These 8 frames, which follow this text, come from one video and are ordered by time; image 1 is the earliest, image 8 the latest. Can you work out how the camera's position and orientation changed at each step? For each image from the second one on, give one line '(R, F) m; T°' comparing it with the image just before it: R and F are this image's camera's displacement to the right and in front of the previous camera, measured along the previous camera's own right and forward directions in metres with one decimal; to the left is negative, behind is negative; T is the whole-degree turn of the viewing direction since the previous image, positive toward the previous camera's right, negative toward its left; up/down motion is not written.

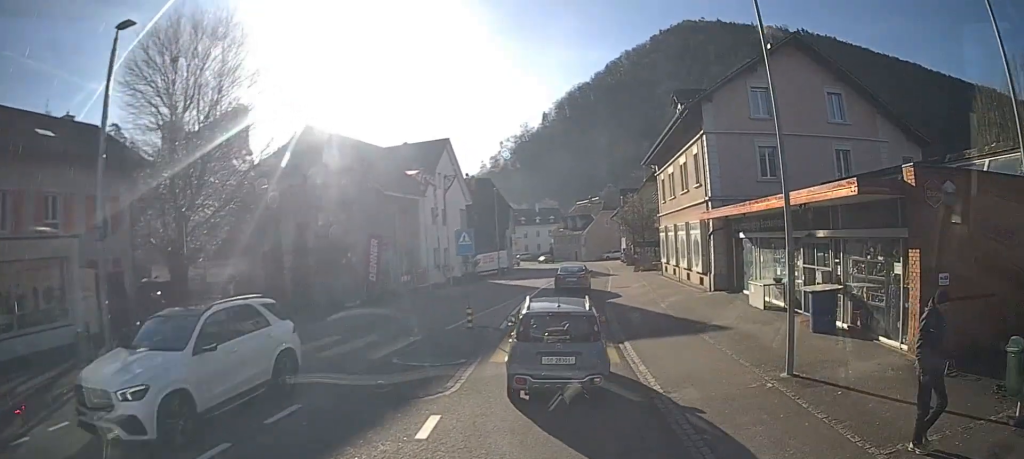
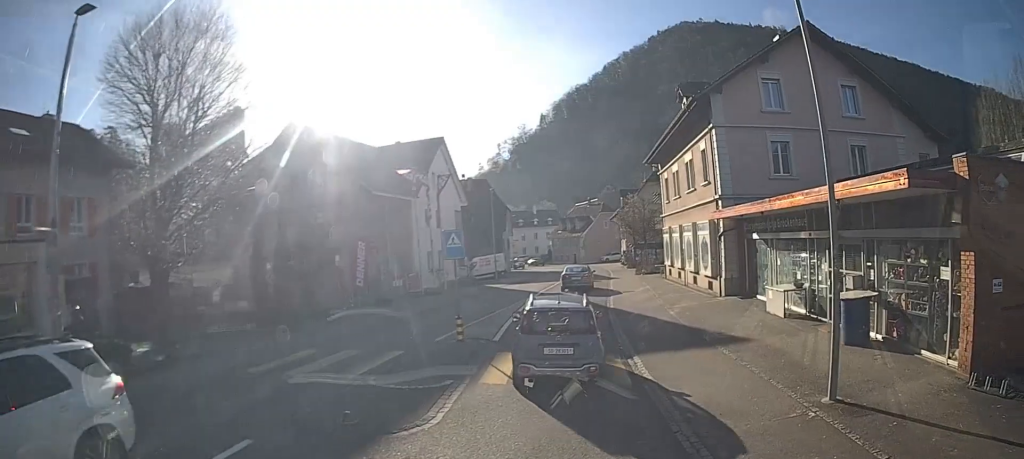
(0.0, +1.6) m; 0°
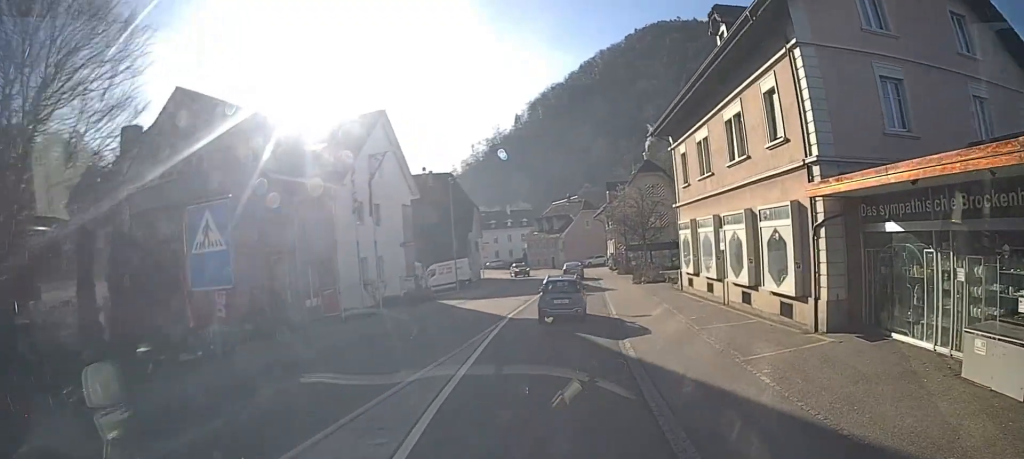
(0.0, +8.6) m; 0°
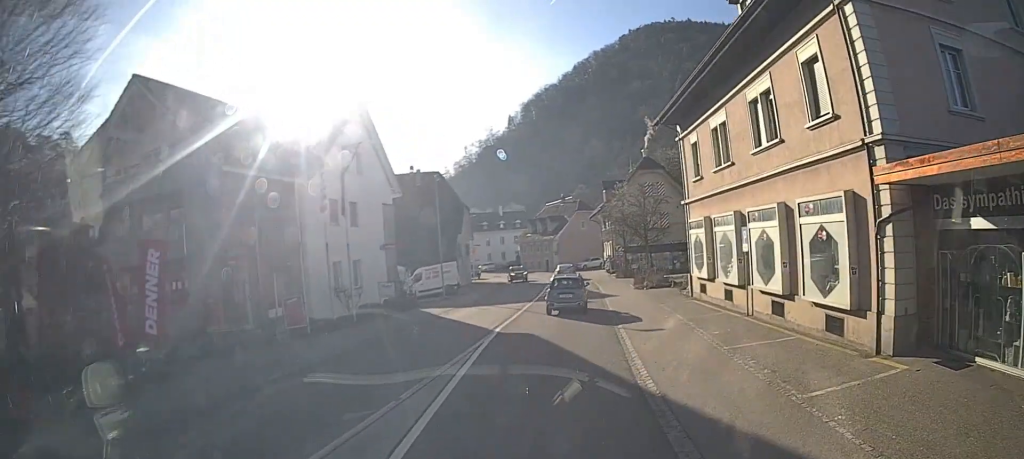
(0.0, +2.7) m; +1°
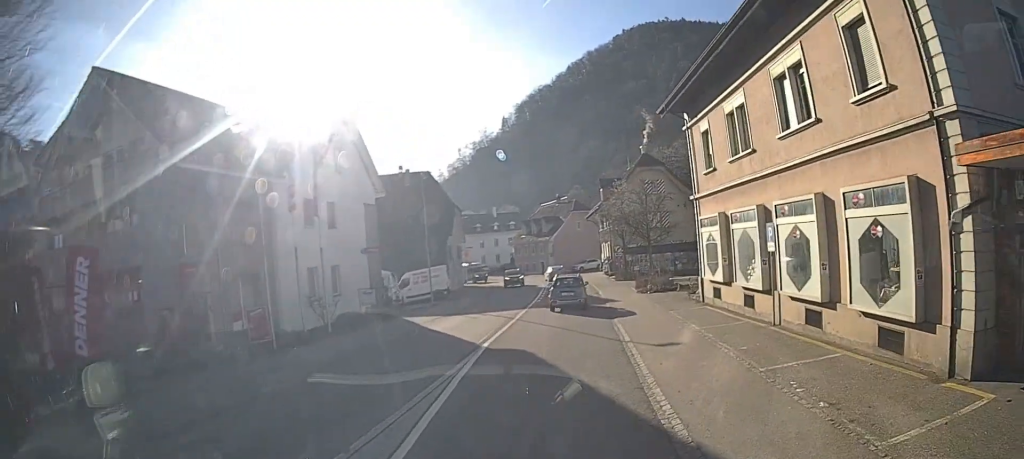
(0.0, +2.1) m; +1°
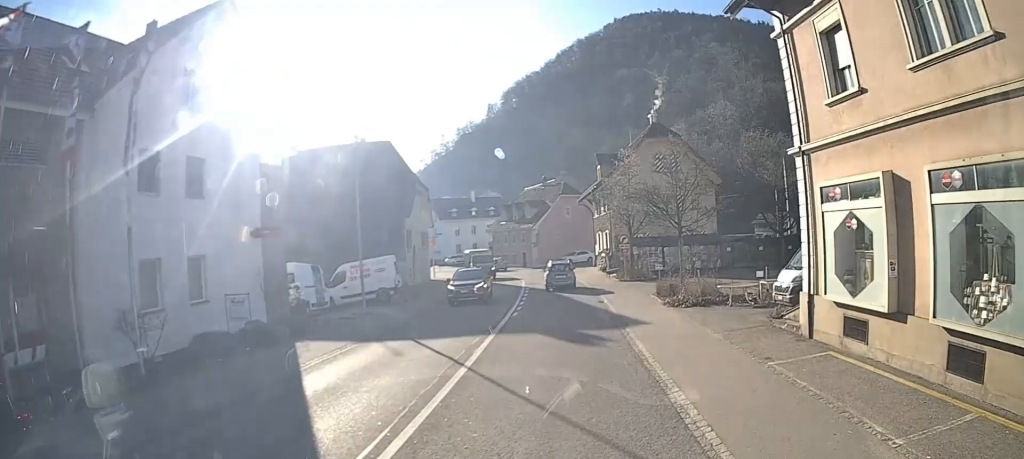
(+0.3, +9.3) m; +3°
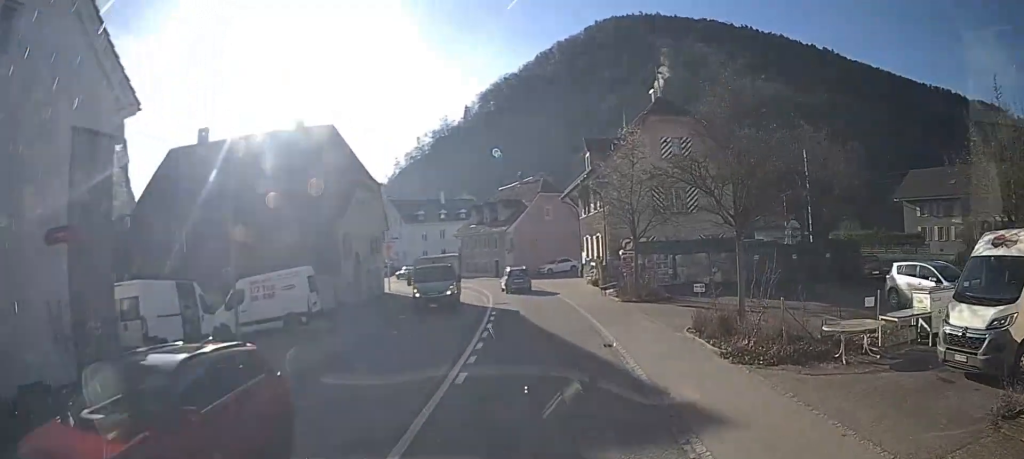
(+0.1, +8.8) m; +1°
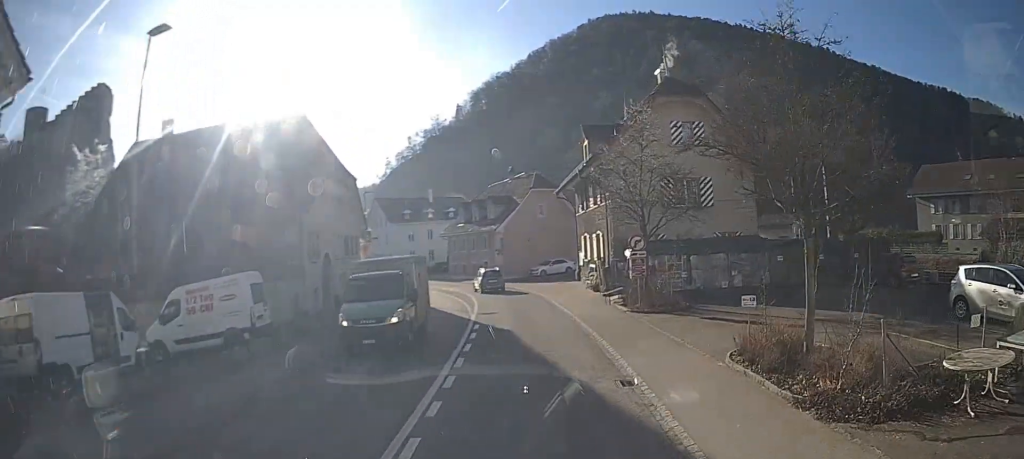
(0.0, +4.1) m; -1°
